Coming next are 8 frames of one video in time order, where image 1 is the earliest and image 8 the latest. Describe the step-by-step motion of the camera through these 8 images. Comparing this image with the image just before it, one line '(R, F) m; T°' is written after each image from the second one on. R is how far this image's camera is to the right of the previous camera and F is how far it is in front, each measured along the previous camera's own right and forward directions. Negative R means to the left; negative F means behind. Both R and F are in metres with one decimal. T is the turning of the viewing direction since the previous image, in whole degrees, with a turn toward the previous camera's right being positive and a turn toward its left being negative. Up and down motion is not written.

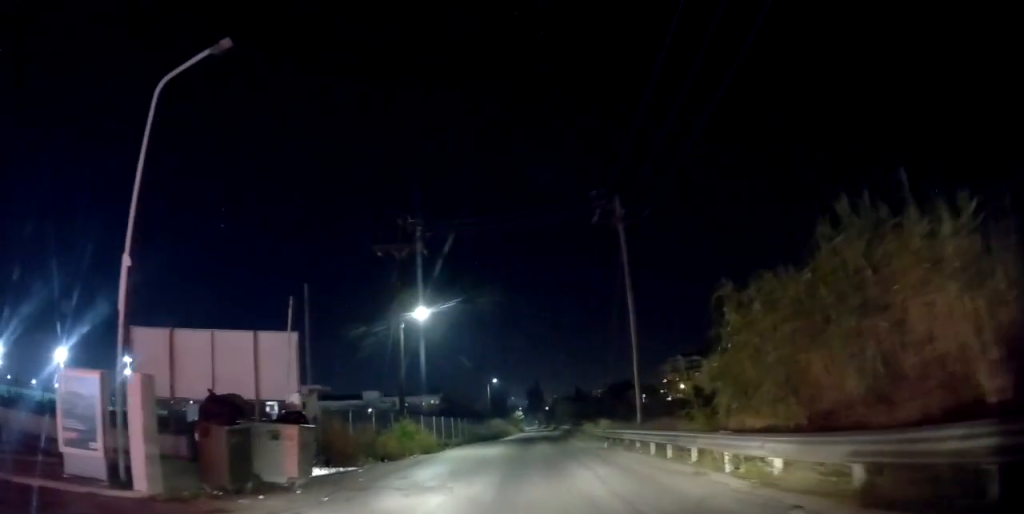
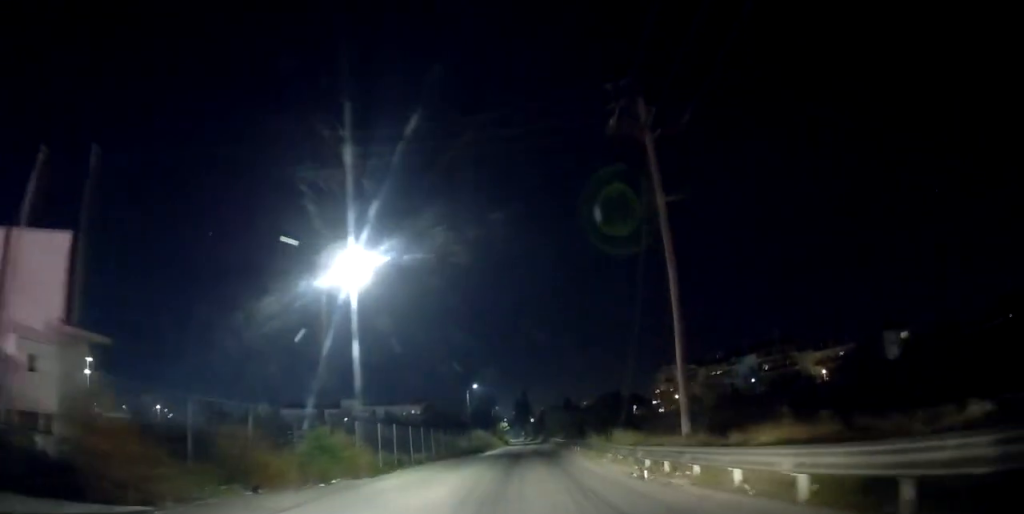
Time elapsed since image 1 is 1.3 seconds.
(-0.7, +9.4) m; -4°
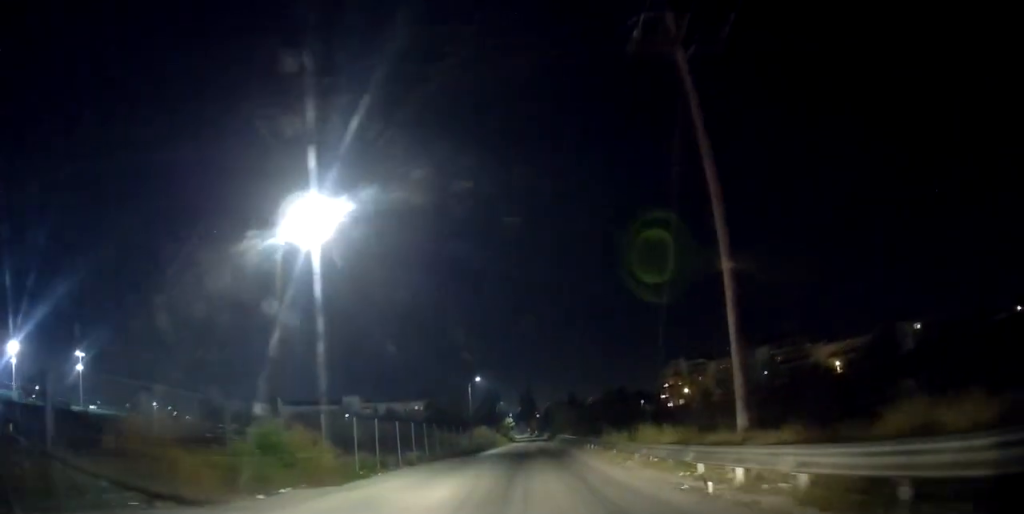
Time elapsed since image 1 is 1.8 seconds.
(+0.1, +4.0) m; +1°
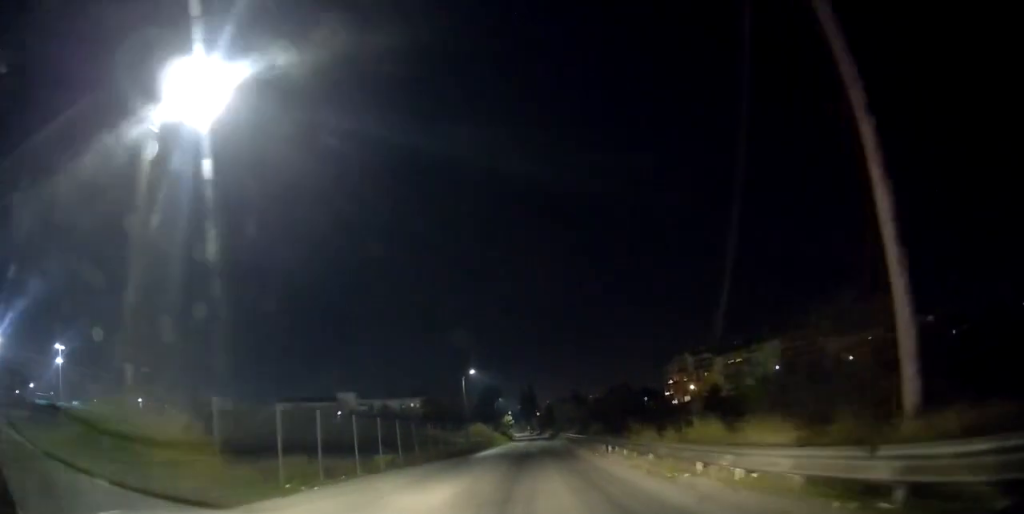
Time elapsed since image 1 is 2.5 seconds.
(+0.3, +5.6) m; +2°
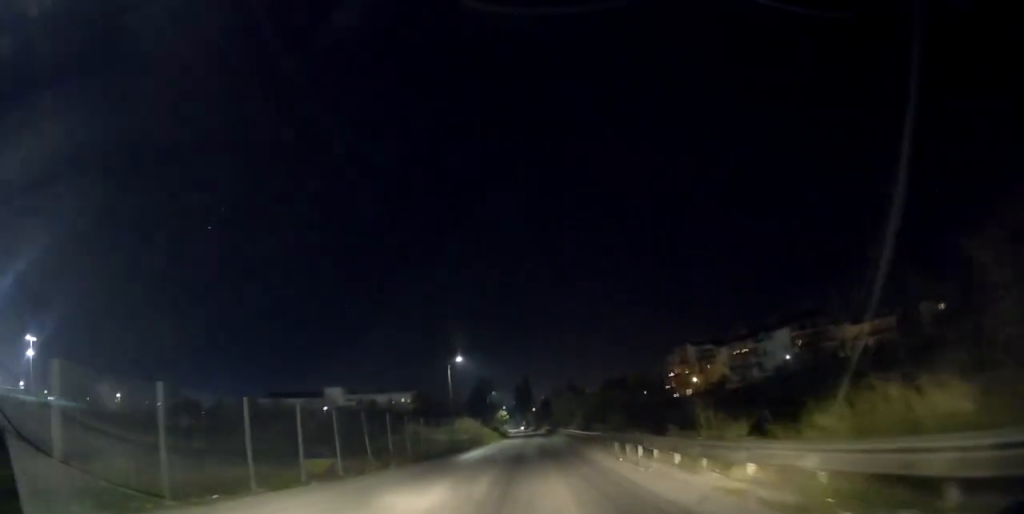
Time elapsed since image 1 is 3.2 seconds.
(0.0, +6.8) m; +1°
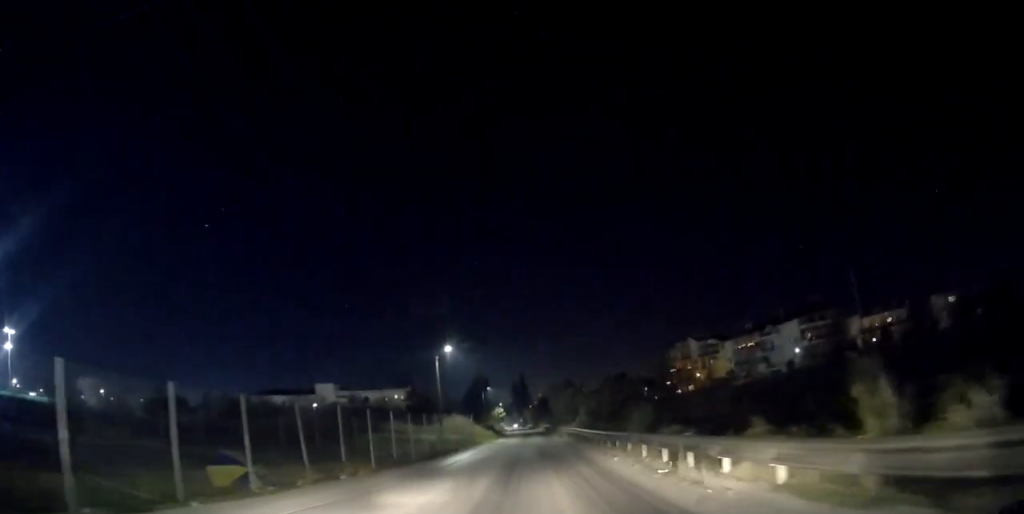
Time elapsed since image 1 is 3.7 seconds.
(0.0, +5.2) m; +1°
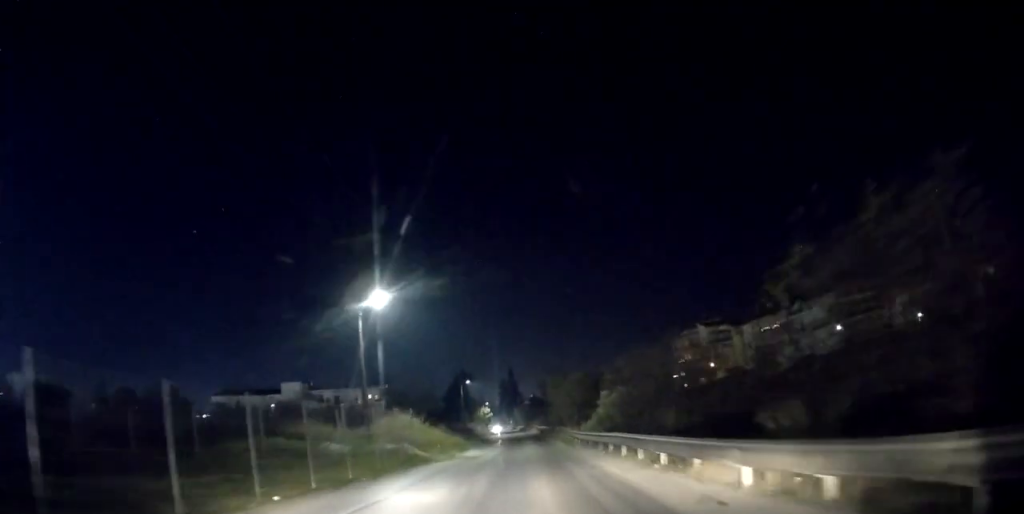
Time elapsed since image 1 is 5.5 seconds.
(0.0, +18.2) m; -1°
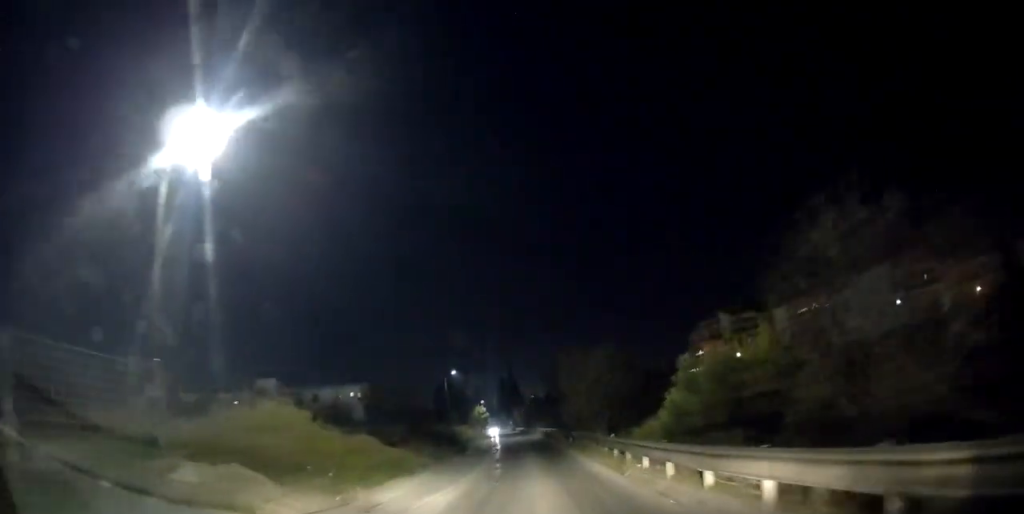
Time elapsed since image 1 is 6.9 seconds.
(+0.6, +15.3) m; +2°
